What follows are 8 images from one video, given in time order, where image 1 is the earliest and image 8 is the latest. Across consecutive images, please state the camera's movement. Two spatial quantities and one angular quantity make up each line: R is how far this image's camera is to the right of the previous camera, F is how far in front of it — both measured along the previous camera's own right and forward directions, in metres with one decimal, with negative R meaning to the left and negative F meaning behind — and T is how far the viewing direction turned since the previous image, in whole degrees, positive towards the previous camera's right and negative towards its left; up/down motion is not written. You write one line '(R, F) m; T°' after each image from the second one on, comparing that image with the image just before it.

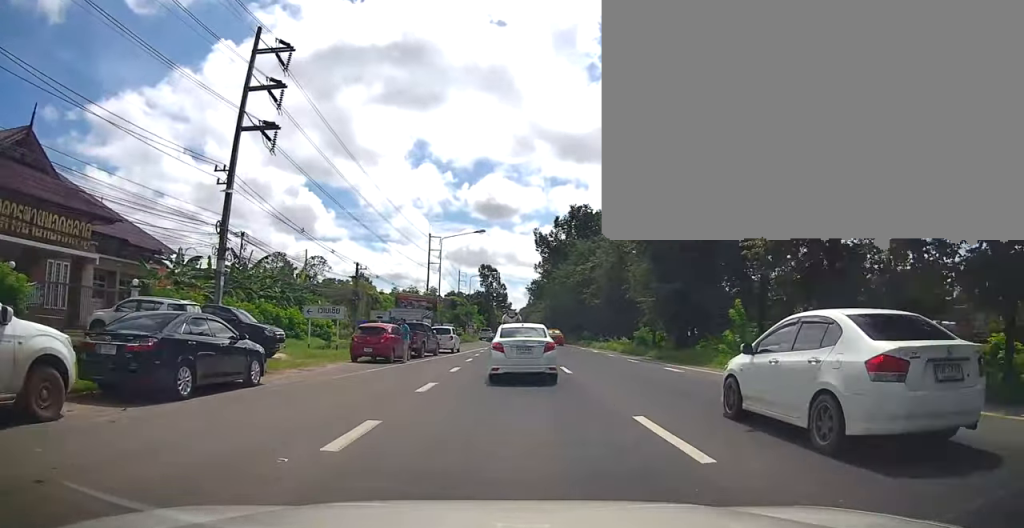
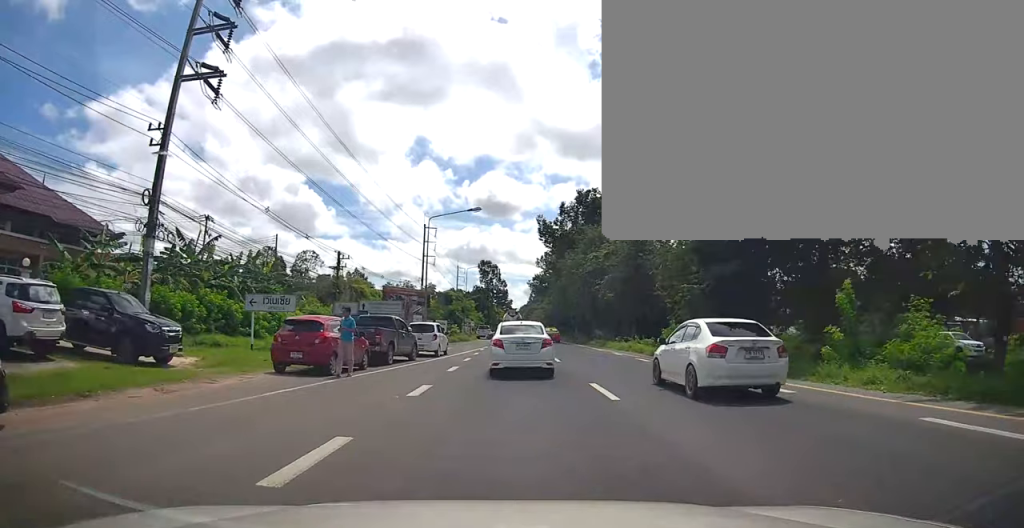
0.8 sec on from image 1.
(0.0, +7.6) m; +1°
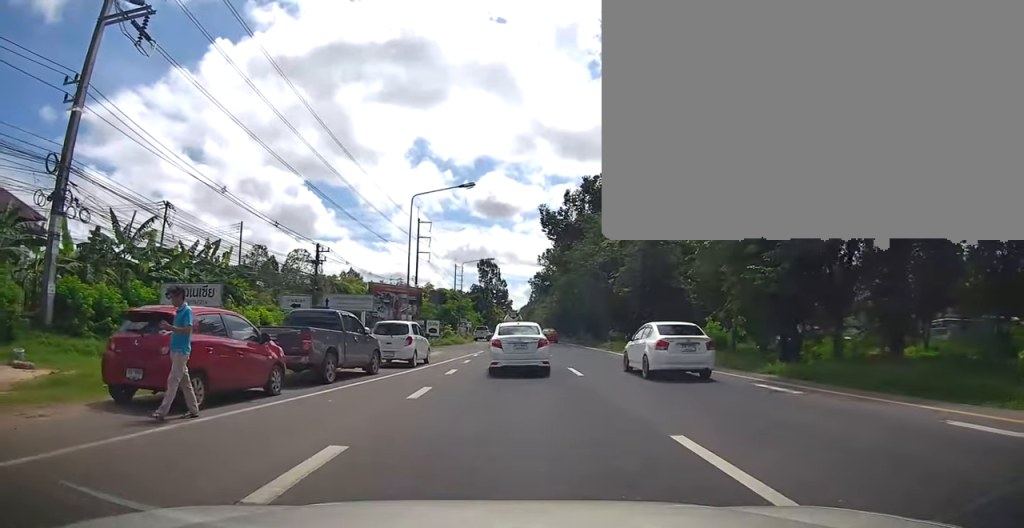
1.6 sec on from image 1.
(0.0, +6.5) m; 0°
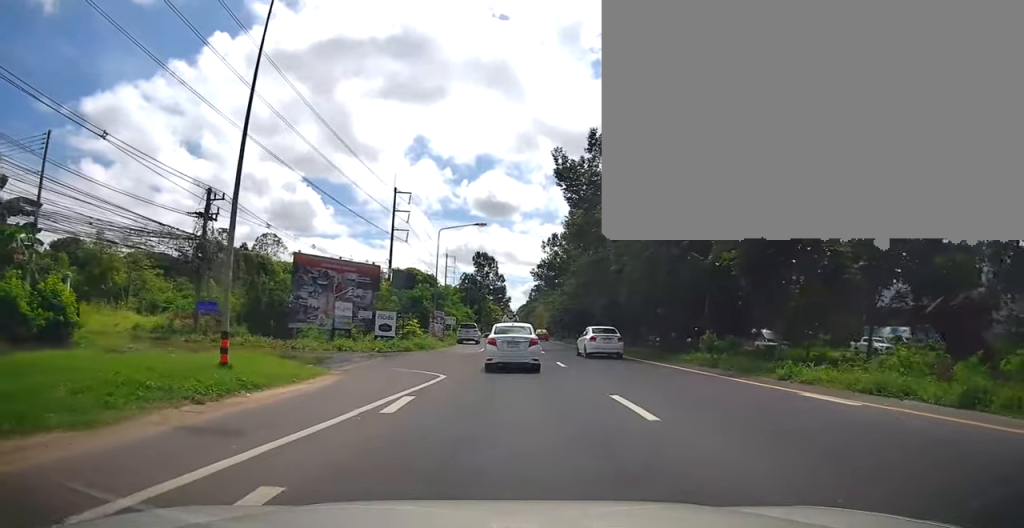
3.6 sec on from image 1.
(0.0, +19.3) m; -1°
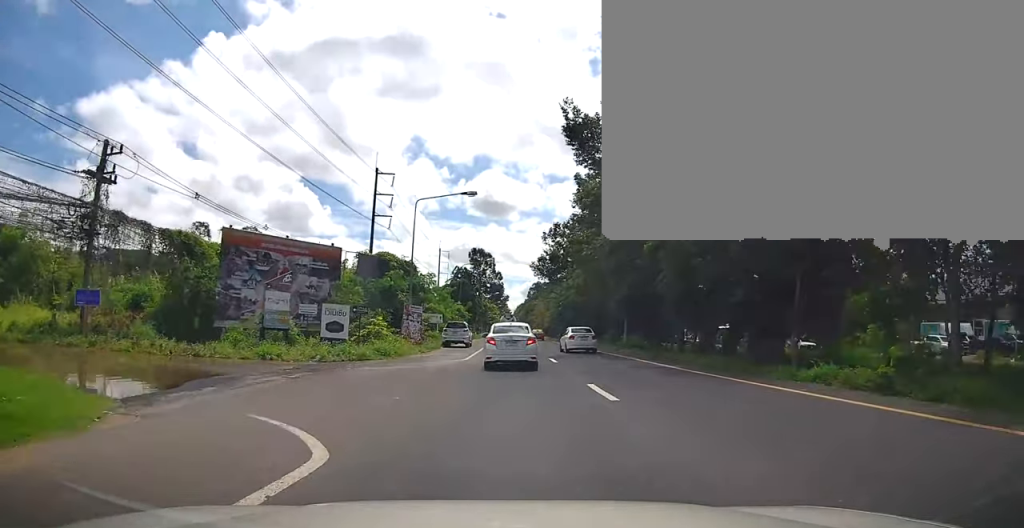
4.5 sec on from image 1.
(-0.1, +9.5) m; +2°
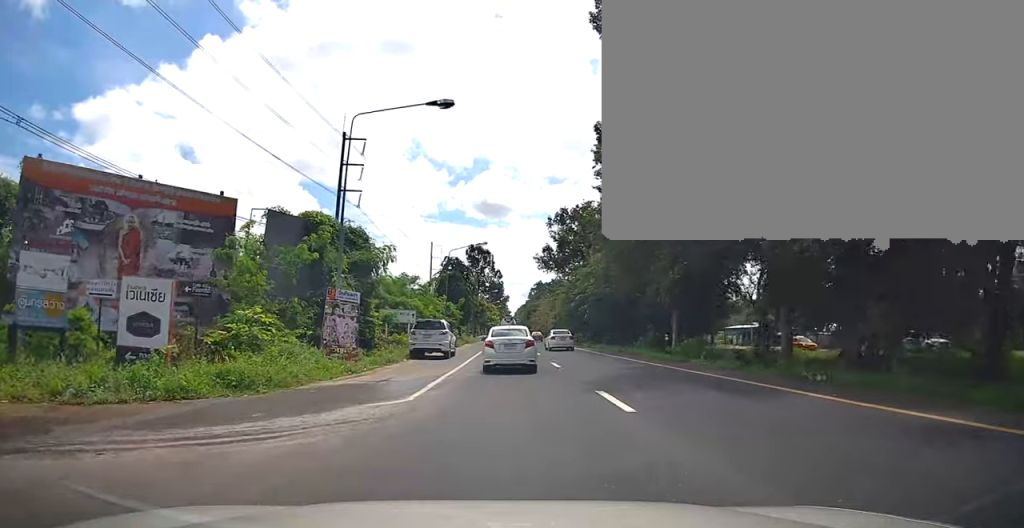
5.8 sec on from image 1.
(+0.5, +13.4) m; +1°
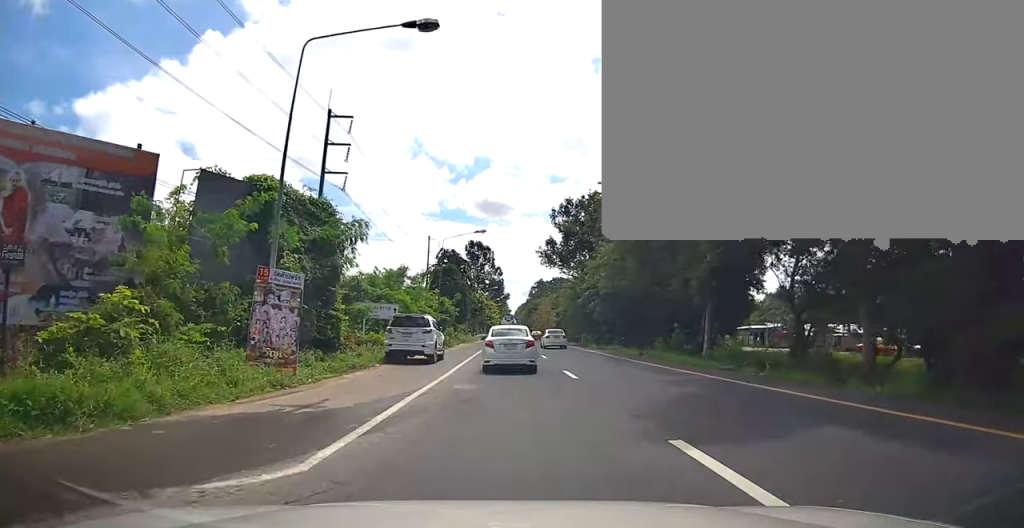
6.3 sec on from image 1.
(0.0, +5.3) m; -1°
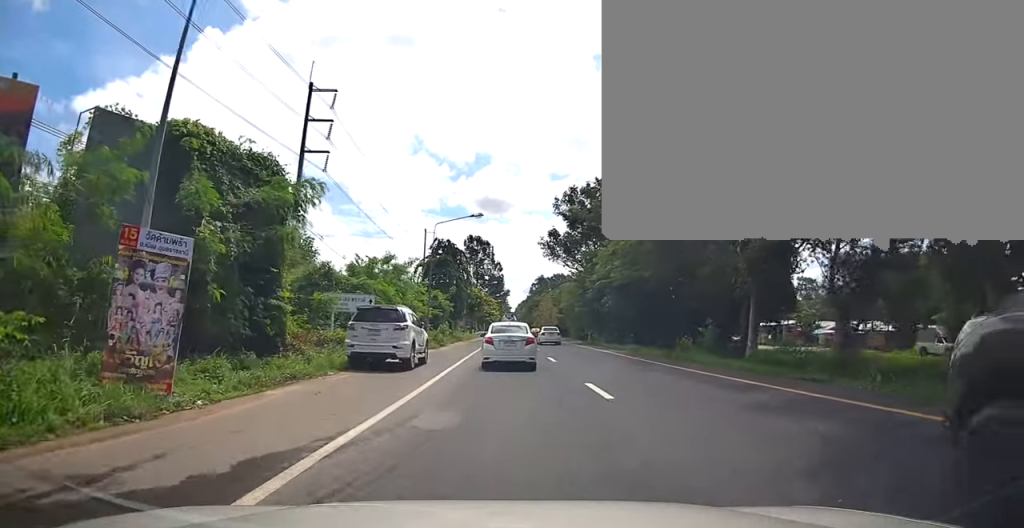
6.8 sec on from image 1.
(0.0, +5.1) m; -1°
